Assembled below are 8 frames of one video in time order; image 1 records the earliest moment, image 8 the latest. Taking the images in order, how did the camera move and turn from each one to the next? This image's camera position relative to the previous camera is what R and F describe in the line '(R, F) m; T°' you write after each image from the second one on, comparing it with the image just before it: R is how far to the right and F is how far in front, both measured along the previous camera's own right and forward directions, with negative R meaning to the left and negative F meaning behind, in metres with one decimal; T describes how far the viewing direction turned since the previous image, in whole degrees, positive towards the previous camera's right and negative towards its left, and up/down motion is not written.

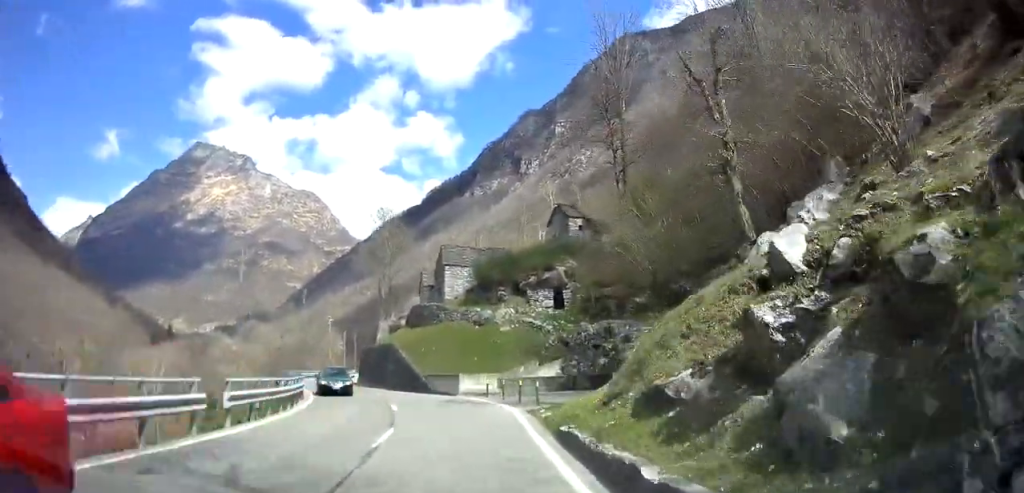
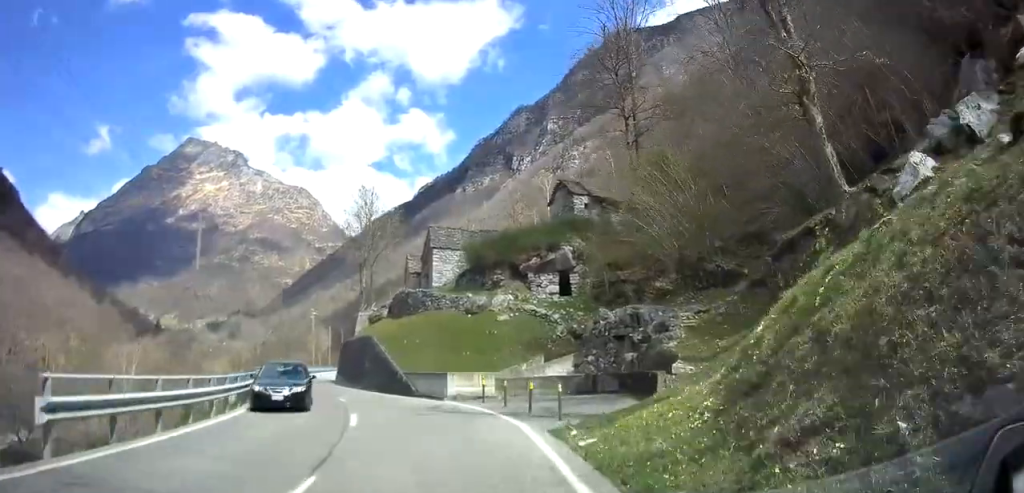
(+0.2, +6.5) m; -1°
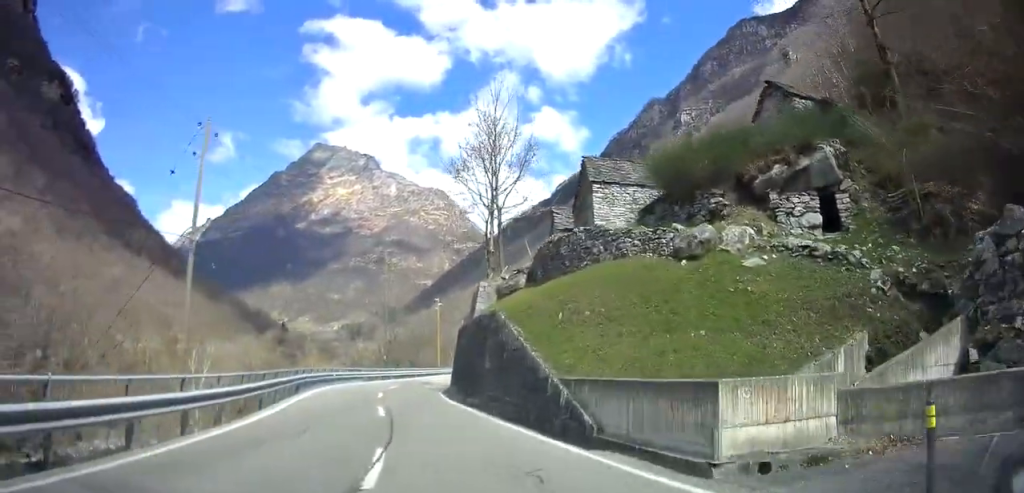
(-0.5, +16.2) m; -7°
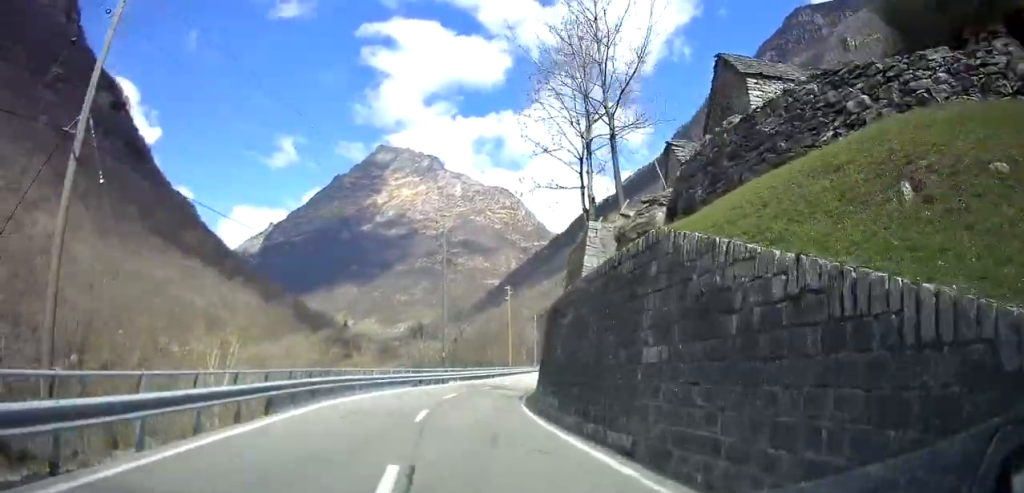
(-0.8, +11.5) m; -4°
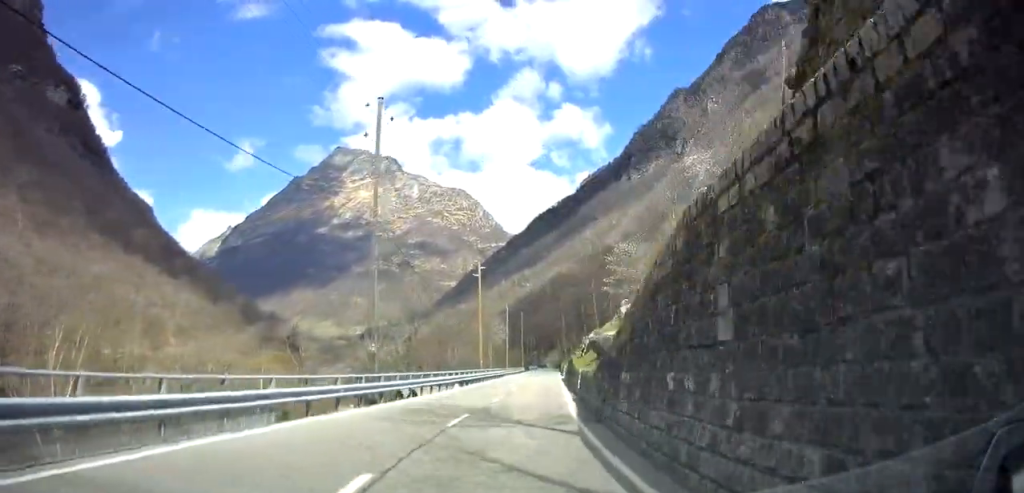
(0.0, +19.6) m; 0°
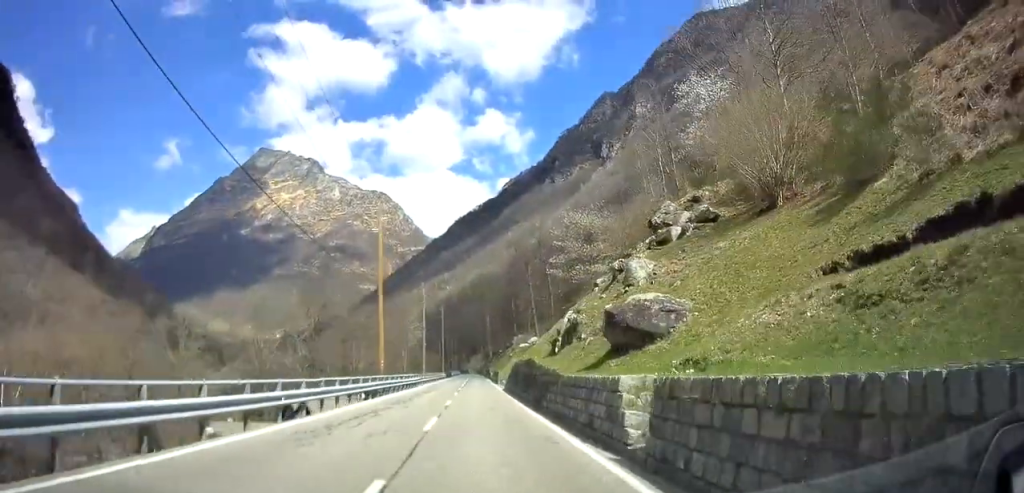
(-0.3, +18.0) m; 0°
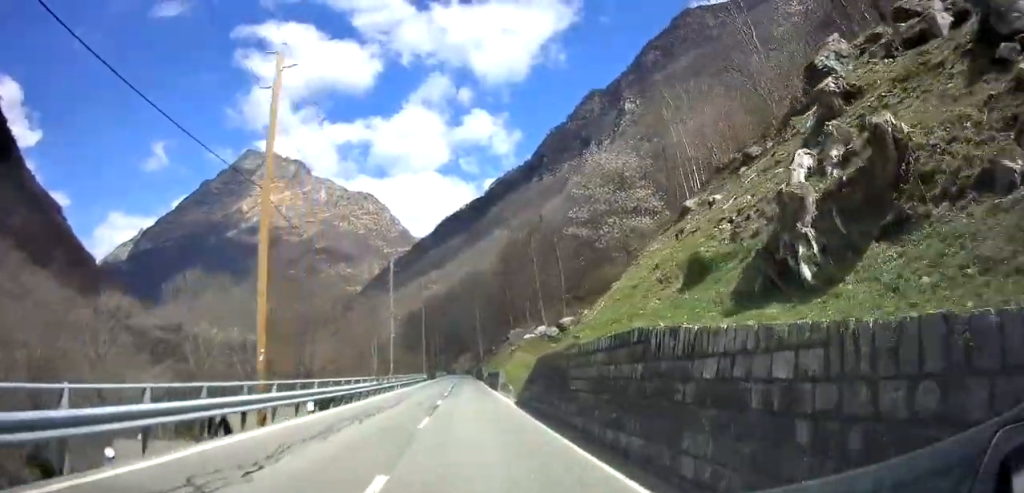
(+0.5, +16.3) m; +3°
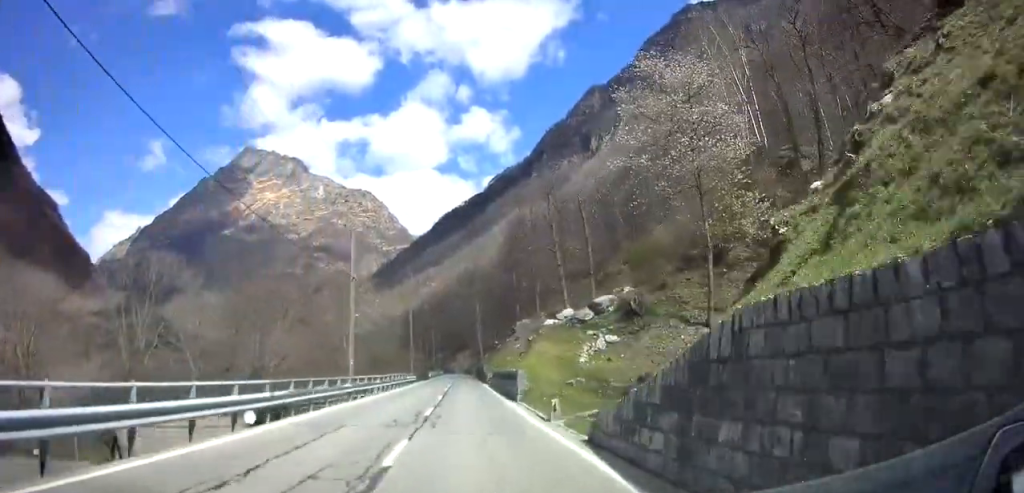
(+0.4, +12.7) m; 0°
